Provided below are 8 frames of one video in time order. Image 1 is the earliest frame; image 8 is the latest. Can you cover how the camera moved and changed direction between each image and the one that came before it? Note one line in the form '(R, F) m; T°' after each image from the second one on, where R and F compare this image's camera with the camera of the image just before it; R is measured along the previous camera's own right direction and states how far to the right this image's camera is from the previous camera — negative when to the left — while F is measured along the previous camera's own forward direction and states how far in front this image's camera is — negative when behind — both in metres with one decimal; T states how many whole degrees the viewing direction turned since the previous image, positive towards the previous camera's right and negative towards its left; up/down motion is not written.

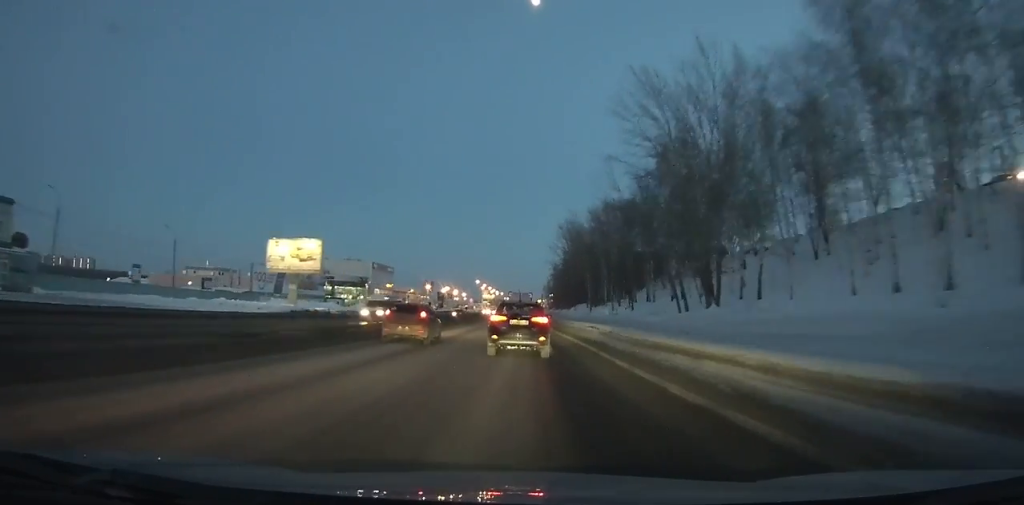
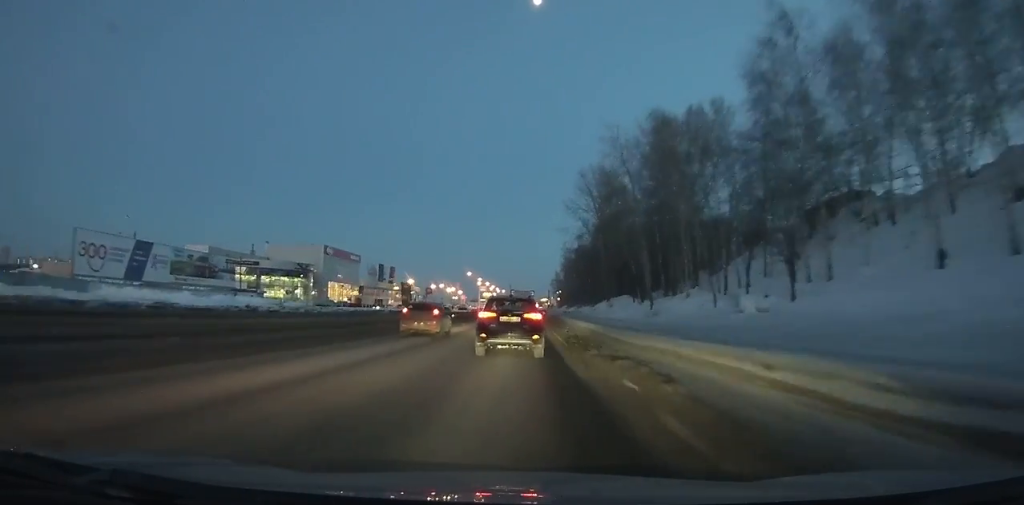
(-0.4, +48.0) m; 0°
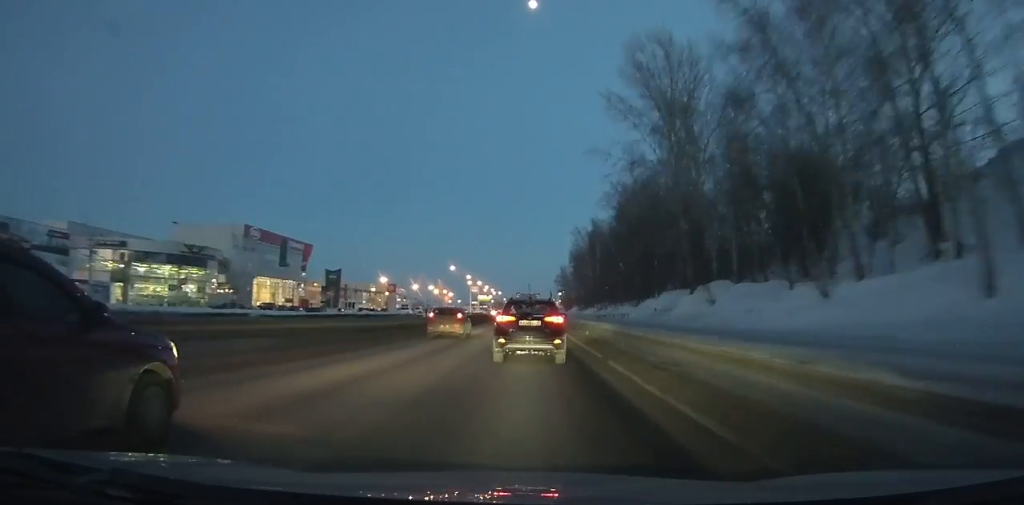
(-0.1, +41.2) m; 0°
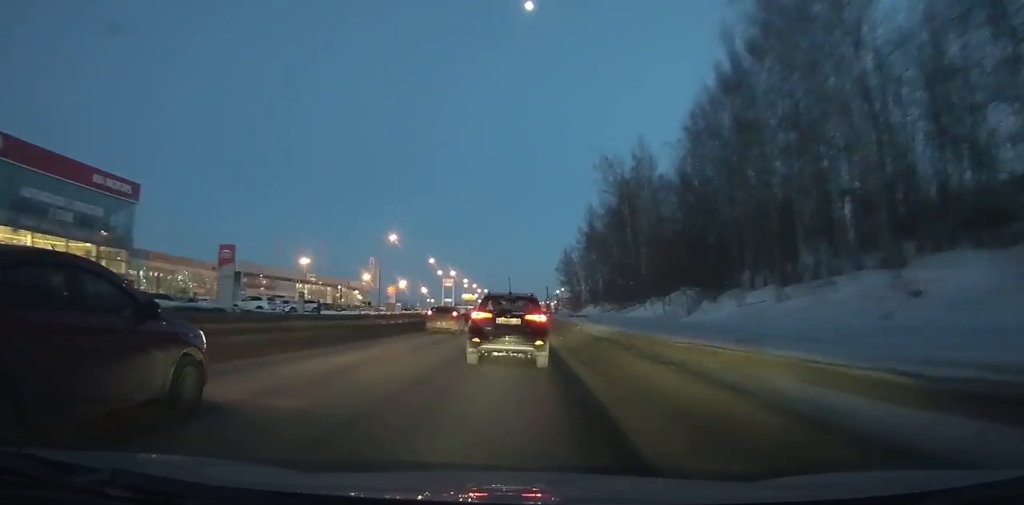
(+0.4, +57.7) m; 0°
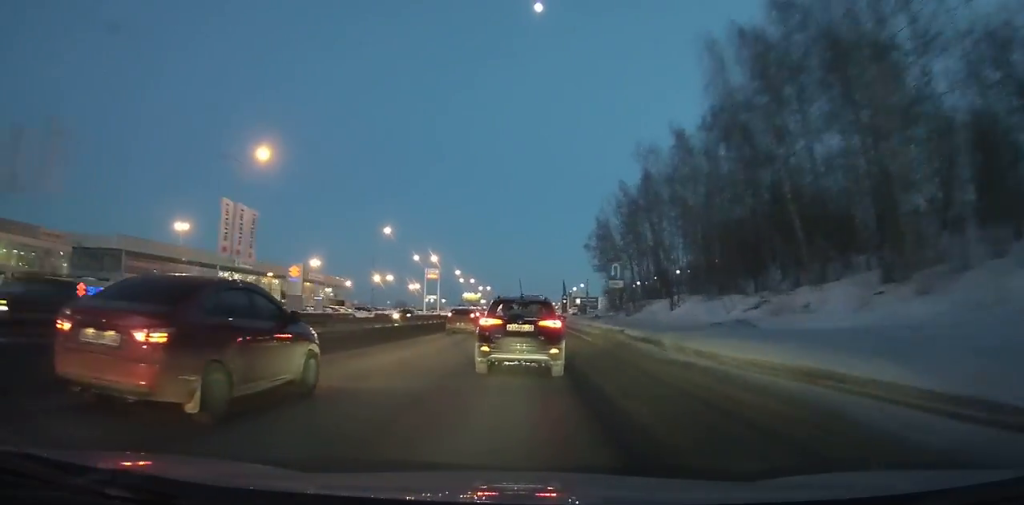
(-0.1, +48.4) m; 0°
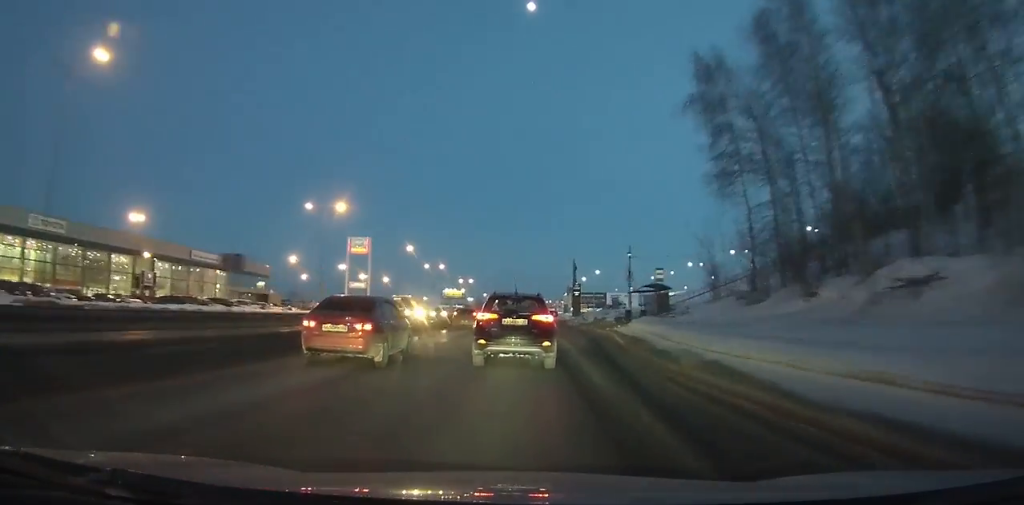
(-0.2, +59.1) m; 0°
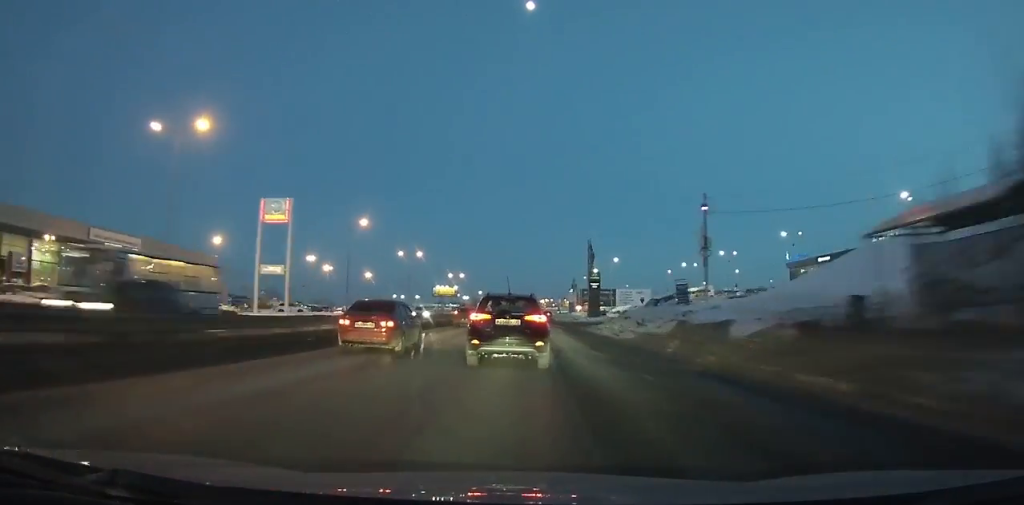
(+0.1, +29.2) m; 0°
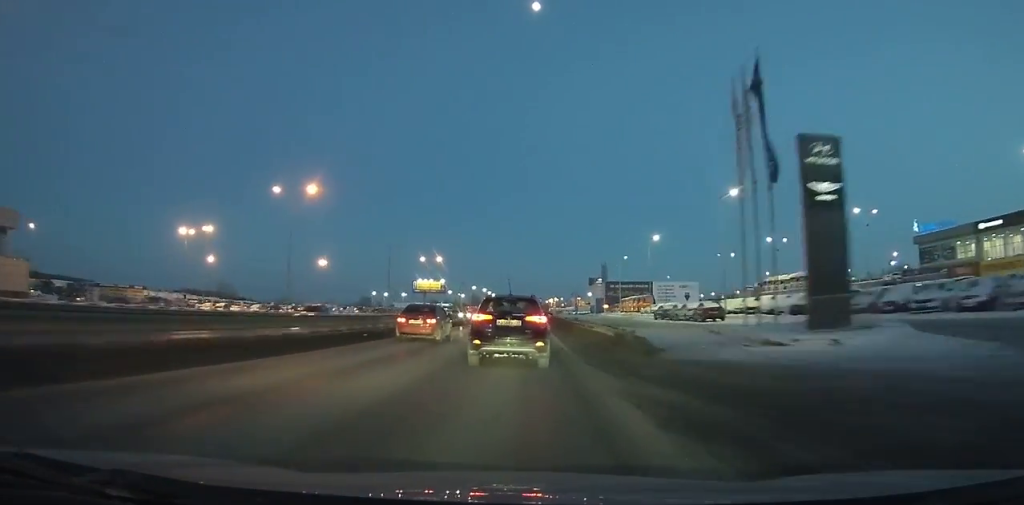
(+0.2, +59.8) m; 0°
